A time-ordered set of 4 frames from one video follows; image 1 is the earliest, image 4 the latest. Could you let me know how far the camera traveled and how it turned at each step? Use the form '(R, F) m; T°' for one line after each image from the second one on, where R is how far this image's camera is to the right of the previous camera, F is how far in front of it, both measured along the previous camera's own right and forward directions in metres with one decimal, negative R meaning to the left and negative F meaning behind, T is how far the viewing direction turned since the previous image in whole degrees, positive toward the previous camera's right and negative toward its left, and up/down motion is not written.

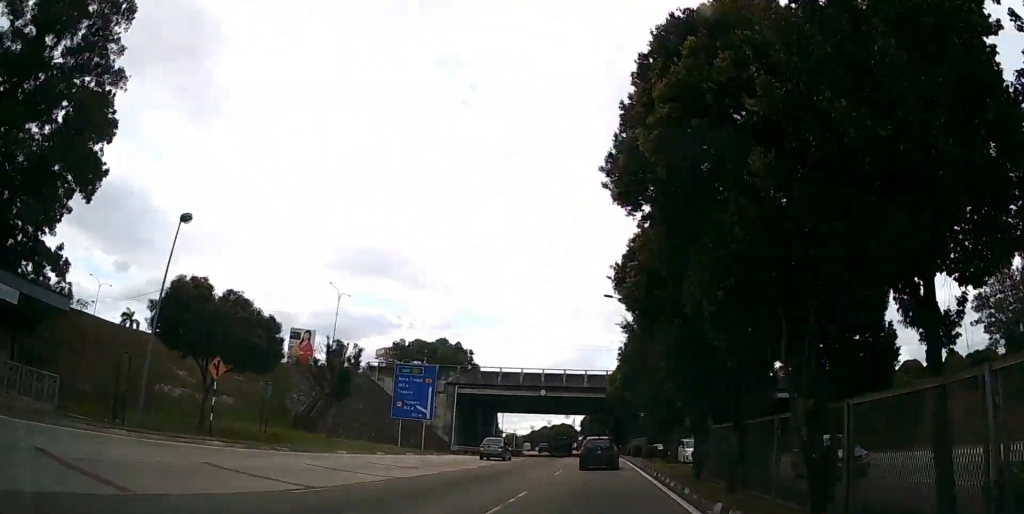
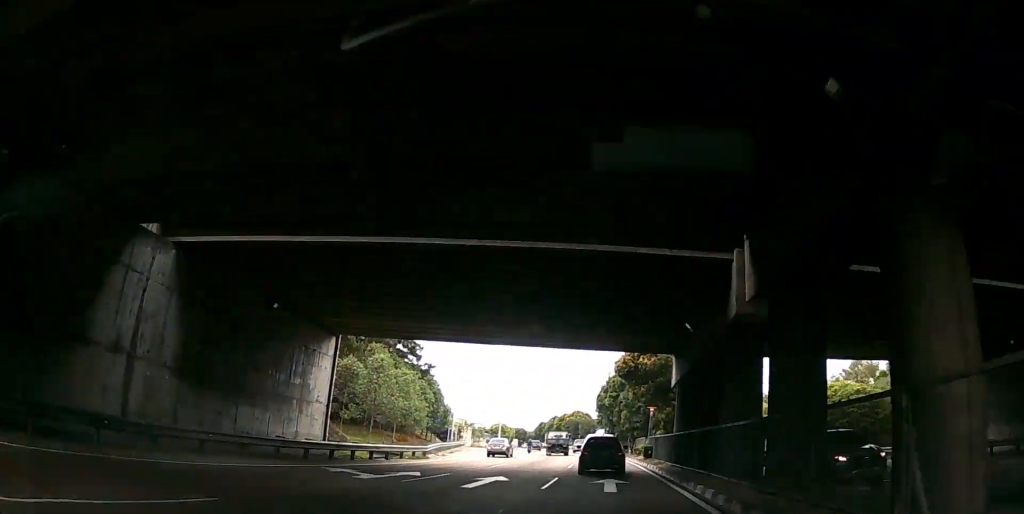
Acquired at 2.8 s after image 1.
(-0.9, +55.4) m; -2°
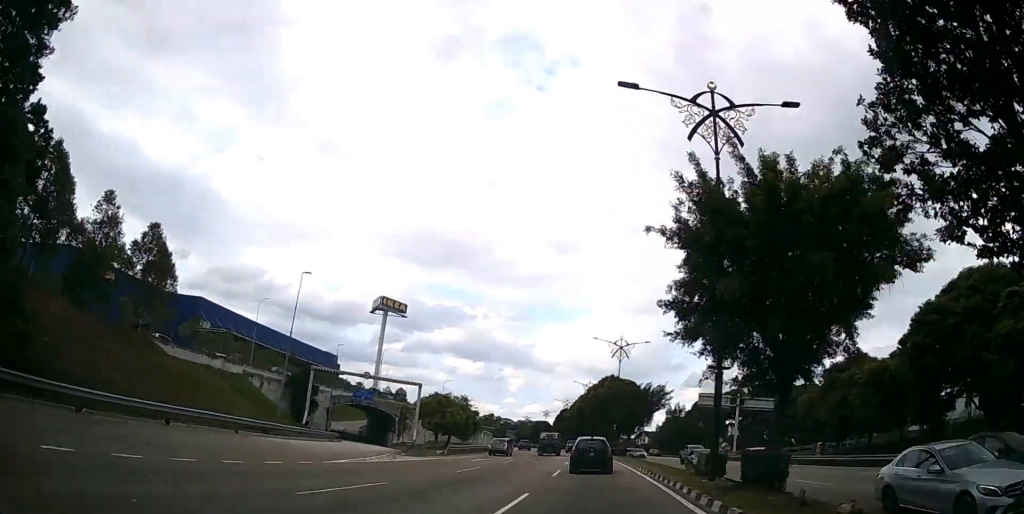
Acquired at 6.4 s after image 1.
(-2.2, +65.3) m; -5°
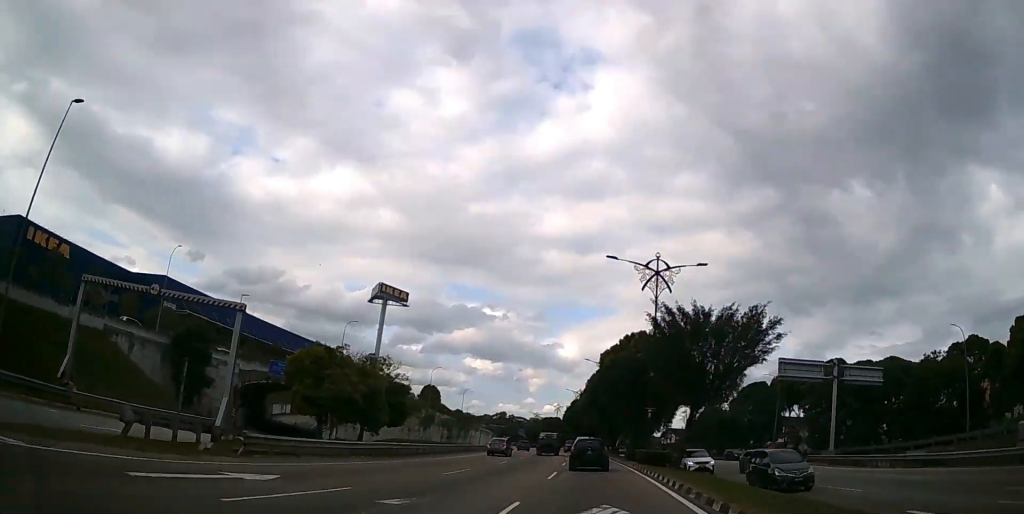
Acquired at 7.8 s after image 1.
(-0.5, +26.1) m; -2°
